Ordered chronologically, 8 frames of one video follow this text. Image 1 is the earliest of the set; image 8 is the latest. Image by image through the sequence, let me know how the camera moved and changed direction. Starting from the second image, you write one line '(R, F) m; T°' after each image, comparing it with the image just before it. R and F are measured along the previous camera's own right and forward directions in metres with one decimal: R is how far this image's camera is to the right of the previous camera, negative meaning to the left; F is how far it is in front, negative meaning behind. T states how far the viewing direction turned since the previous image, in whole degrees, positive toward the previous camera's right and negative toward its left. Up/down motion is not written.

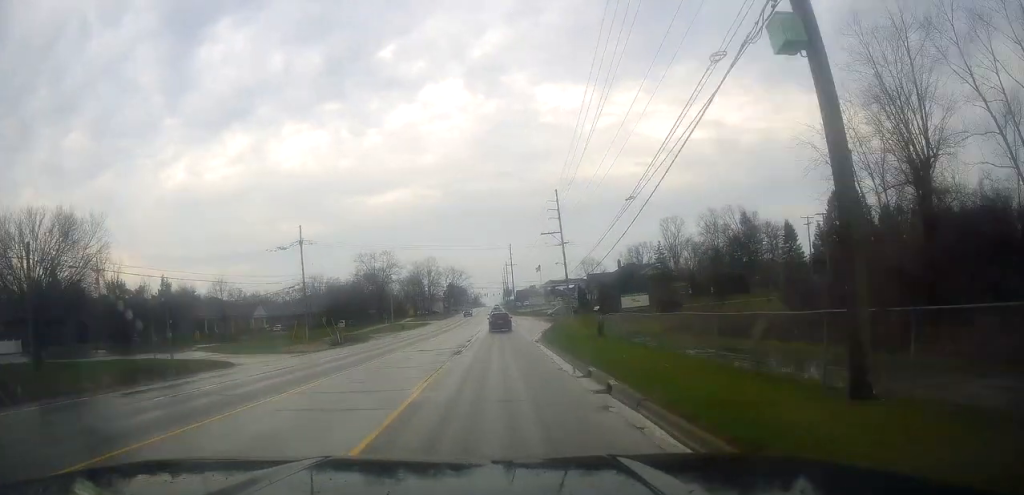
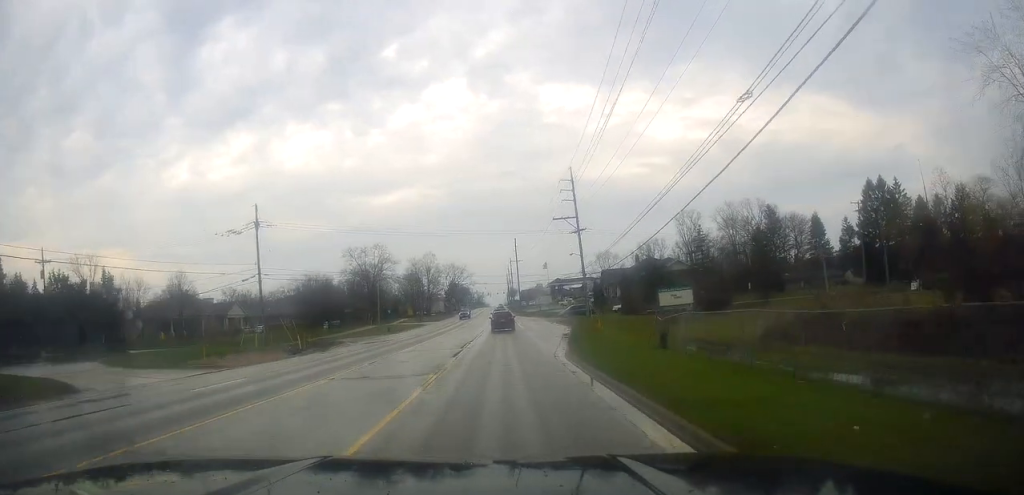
(-0.3, +13.7) m; -1°
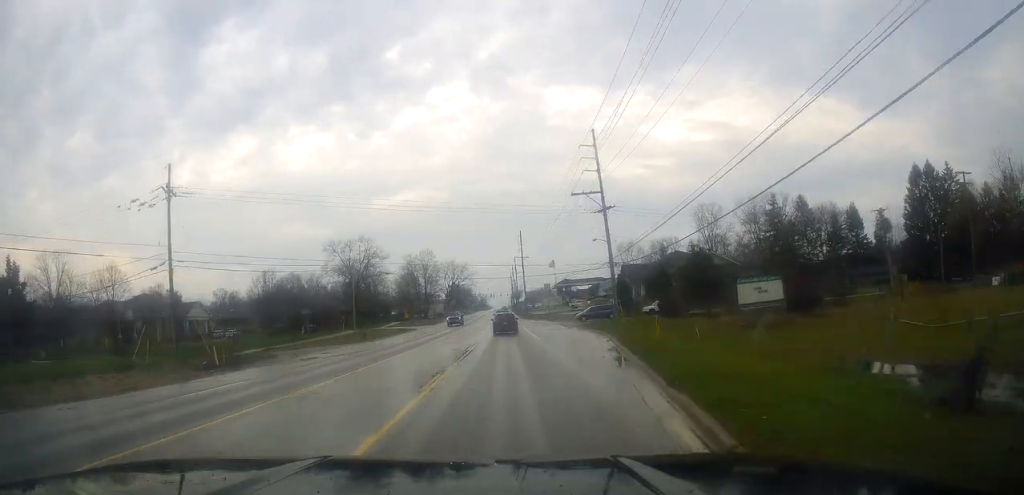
(-0.2, +16.3) m; 0°
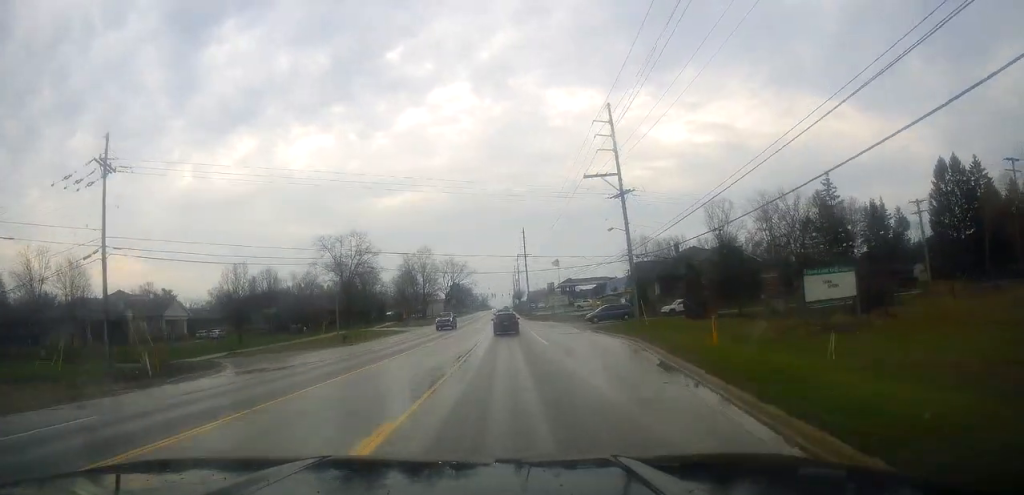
(+0.3, +7.7) m; 0°
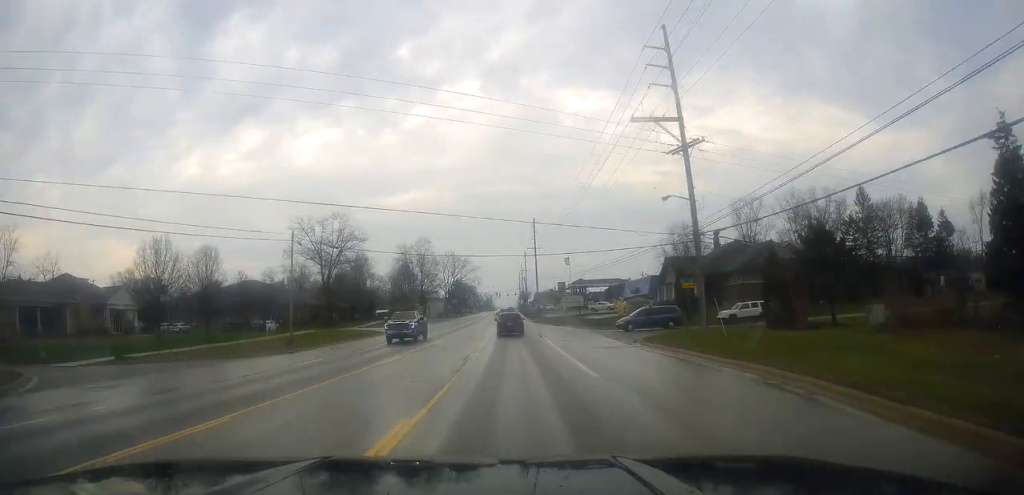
(+0.1, +15.2) m; -1°
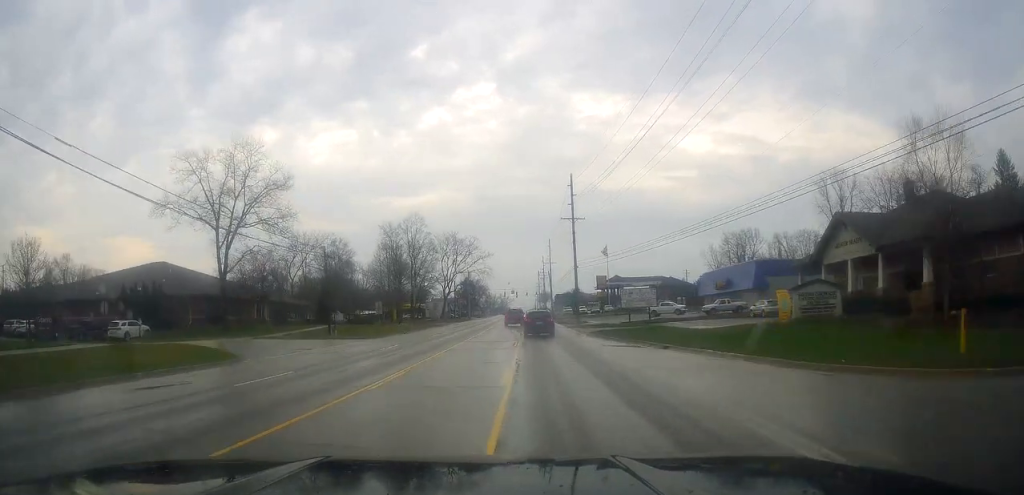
(-1.4, +38.9) m; -2°
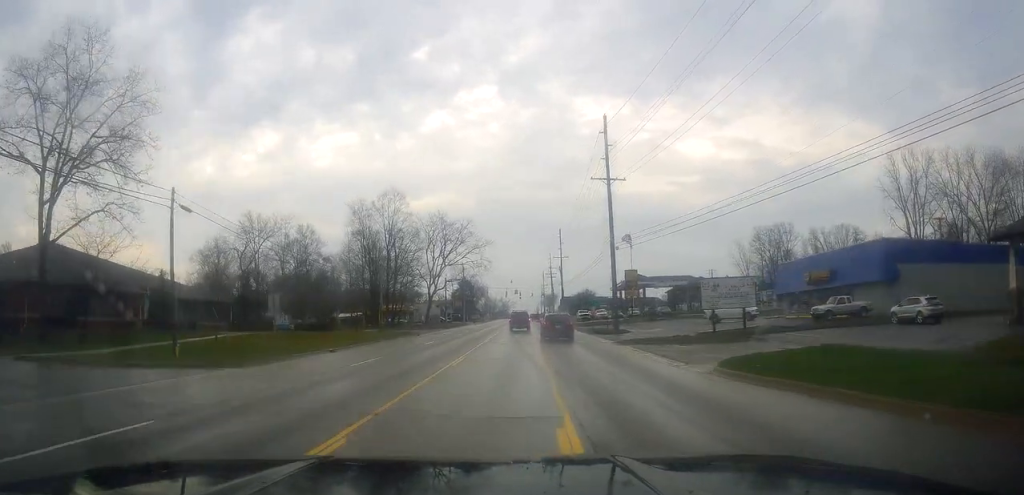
(+0.4, +24.3) m; 0°
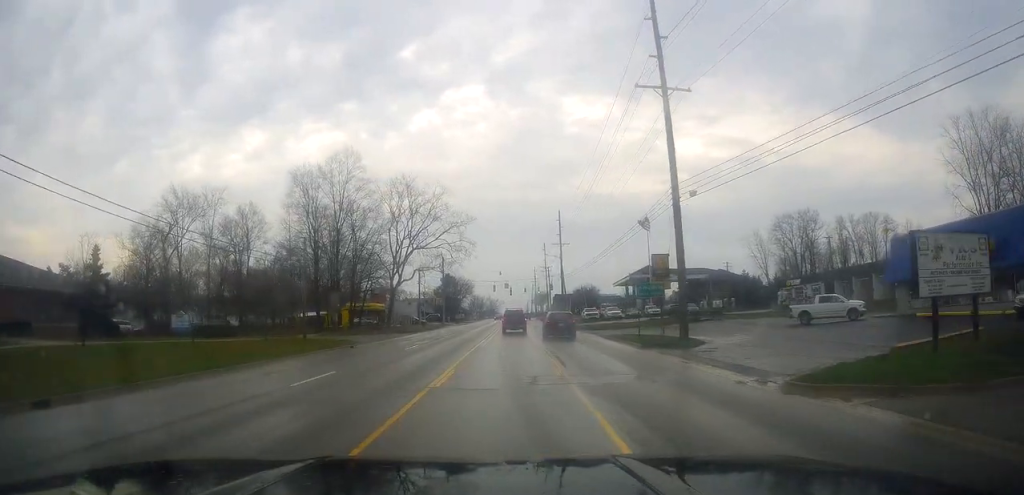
(-0.3, +21.4) m; 0°
